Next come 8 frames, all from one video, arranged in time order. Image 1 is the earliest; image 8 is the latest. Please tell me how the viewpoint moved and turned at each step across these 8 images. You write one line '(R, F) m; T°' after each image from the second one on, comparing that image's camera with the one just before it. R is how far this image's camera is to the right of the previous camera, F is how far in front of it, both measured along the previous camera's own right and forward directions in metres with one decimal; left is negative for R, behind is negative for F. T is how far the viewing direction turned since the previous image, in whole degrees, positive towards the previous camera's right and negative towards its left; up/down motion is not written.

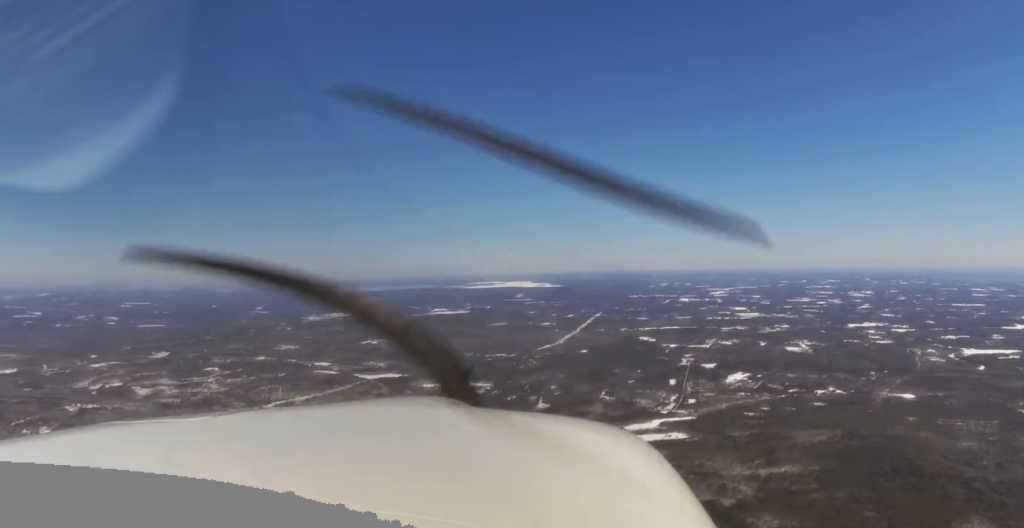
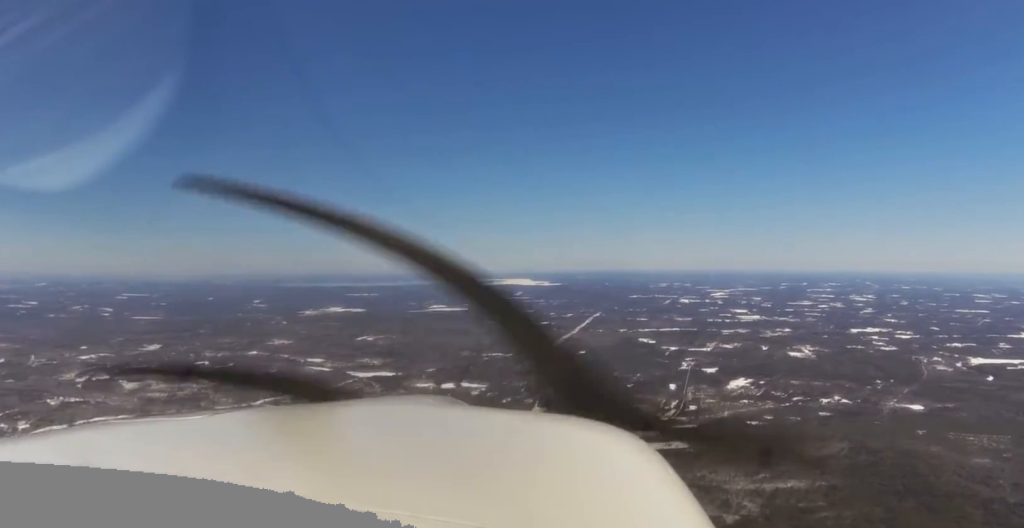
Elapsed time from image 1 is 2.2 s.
(-0.9, +146.5) m; 0°
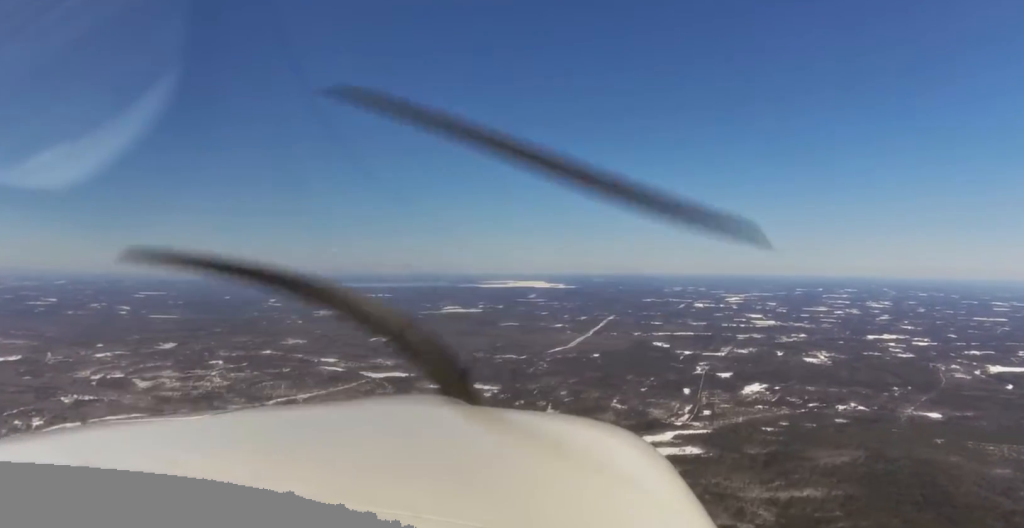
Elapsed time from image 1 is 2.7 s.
(+0.4, +35.4) m; 0°
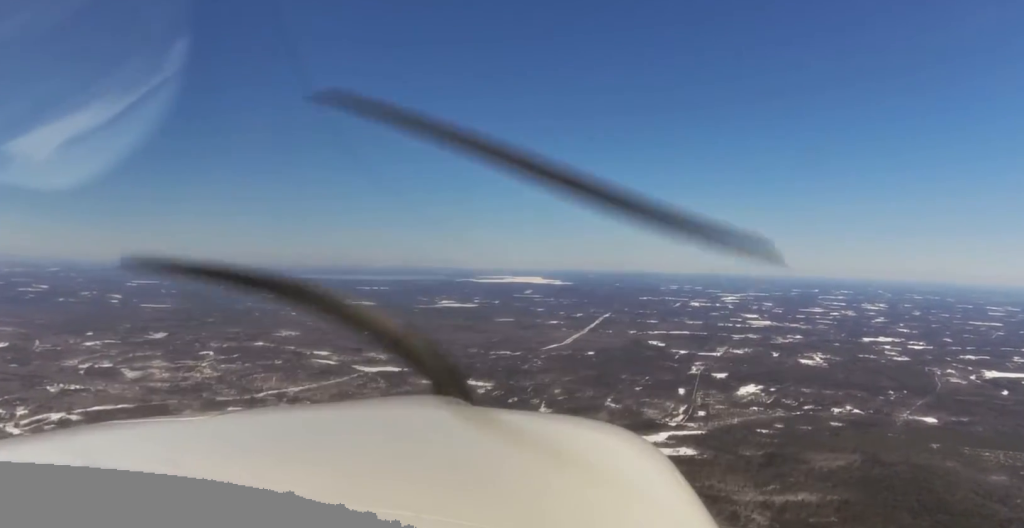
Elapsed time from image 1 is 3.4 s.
(-0.2, +46.5) m; -1°
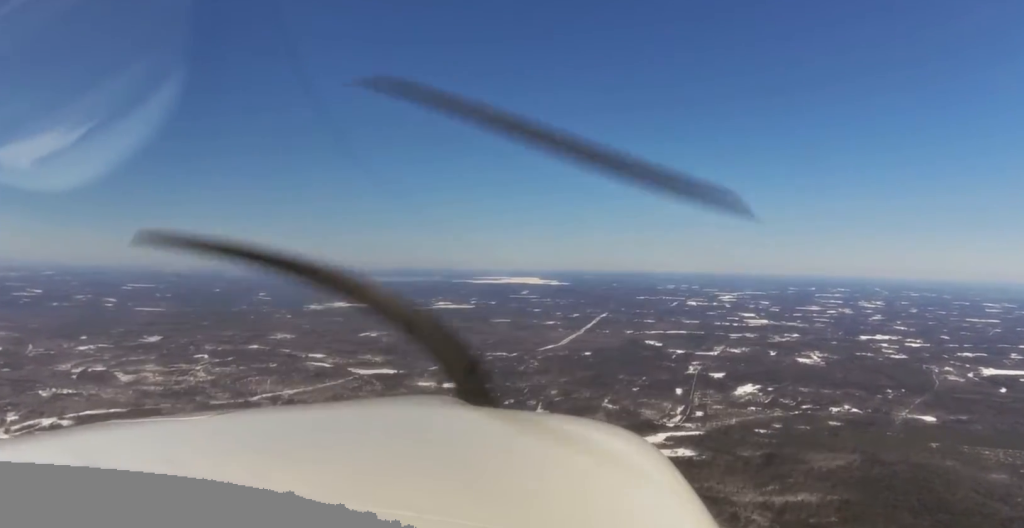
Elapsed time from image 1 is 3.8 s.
(+0.1, +26.6) m; -1°
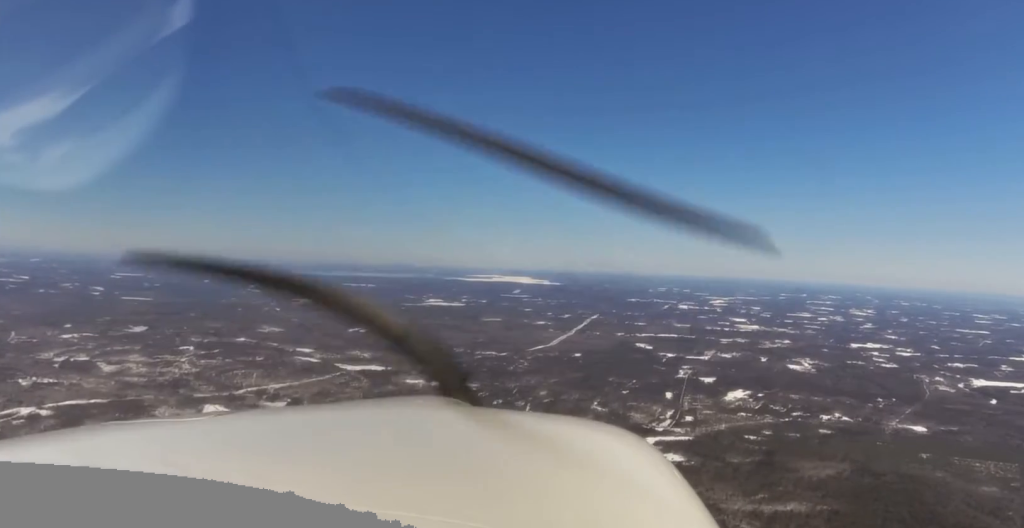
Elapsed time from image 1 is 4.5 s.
(-0.6, +44.2) m; 0°
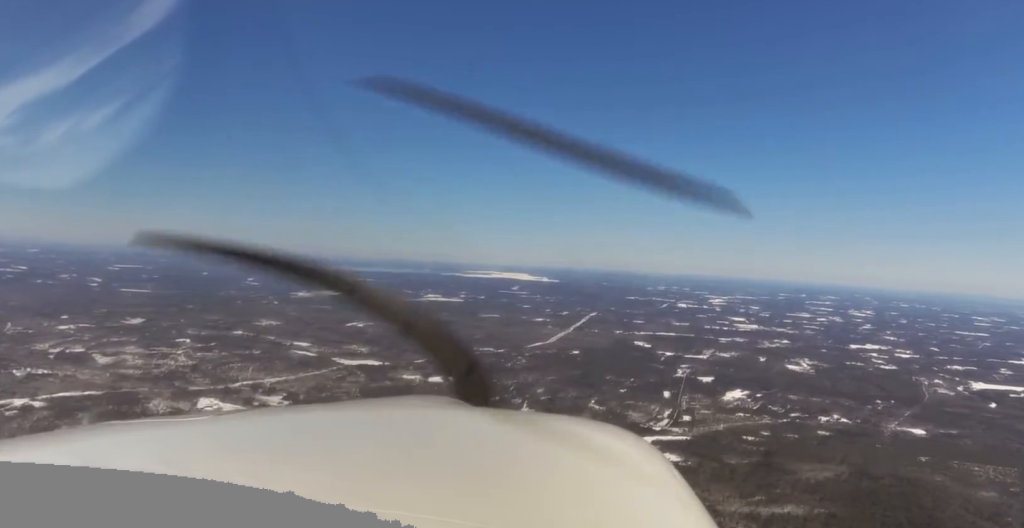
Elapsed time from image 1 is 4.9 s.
(-0.6, +28.7) m; 0°
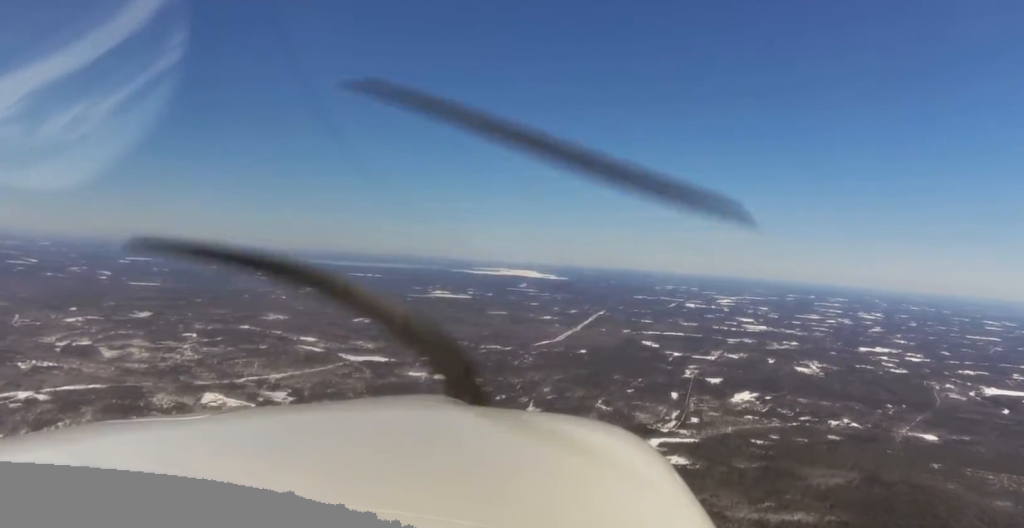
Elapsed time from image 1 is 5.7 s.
(+1.3, +50.6) m; +1°
